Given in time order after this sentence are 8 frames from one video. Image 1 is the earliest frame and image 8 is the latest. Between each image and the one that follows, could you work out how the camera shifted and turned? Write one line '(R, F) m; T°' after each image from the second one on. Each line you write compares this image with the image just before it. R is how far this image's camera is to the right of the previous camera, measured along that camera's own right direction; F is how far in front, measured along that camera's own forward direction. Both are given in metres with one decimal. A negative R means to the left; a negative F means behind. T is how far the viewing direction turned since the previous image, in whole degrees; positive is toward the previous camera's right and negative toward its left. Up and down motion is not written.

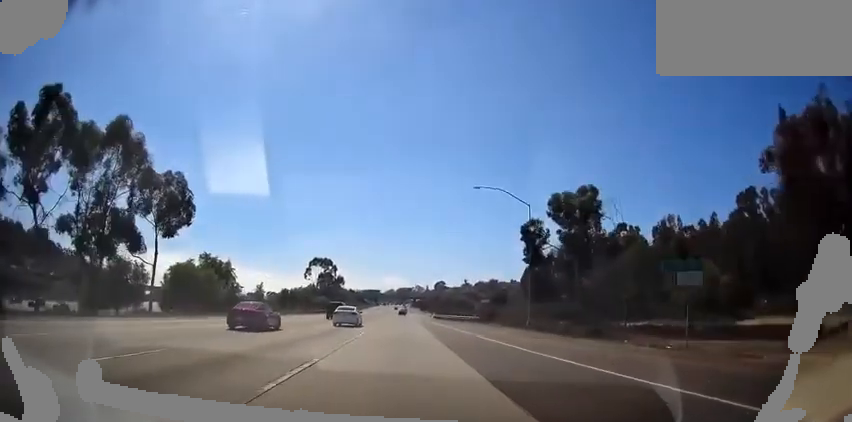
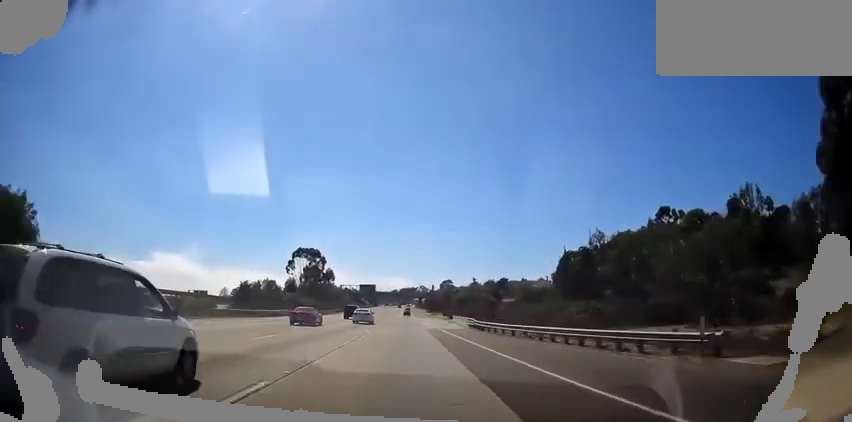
(+0.1, +45.6) m; 0°
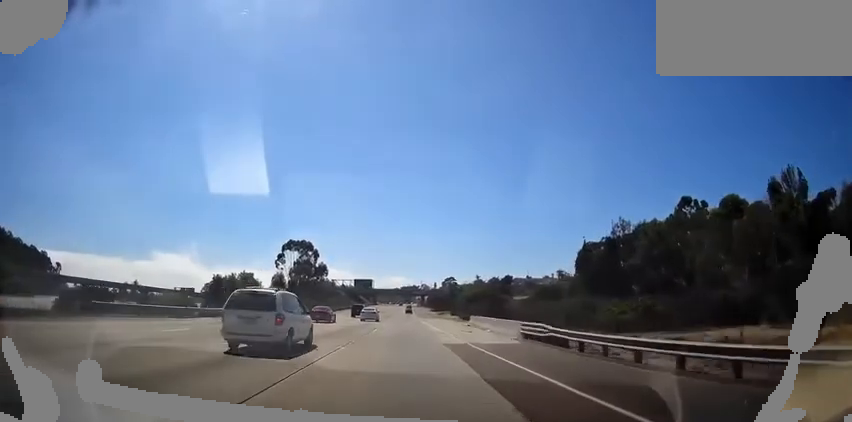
(0.0, +19.2) m; 0°
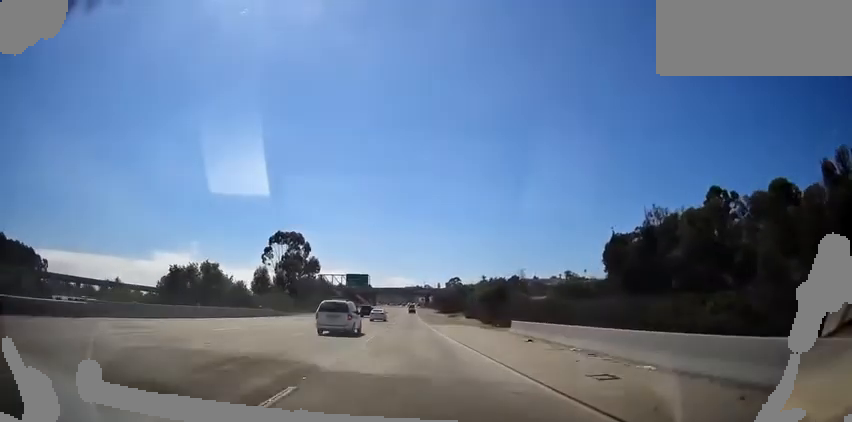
(0.0, +21.7) m; 0°
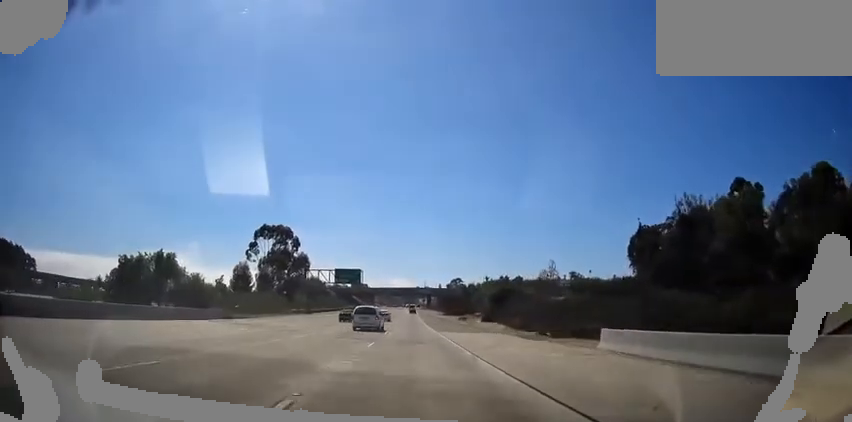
(-0.1, +17.2) m; 0°
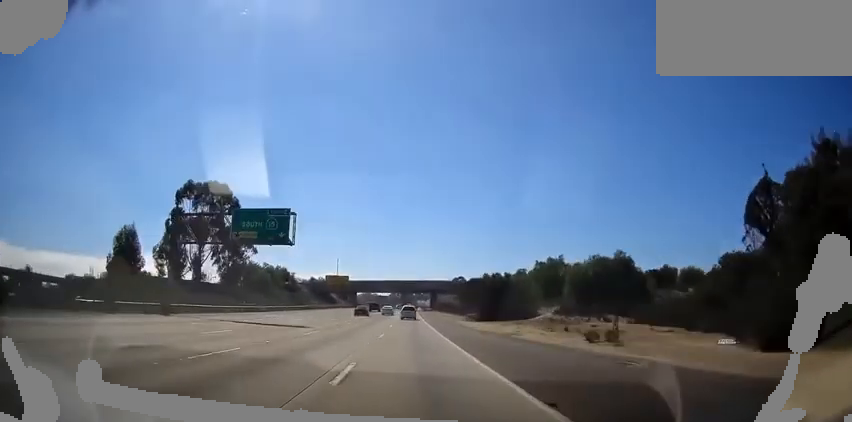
(-0.1, +52.0) m; 0°
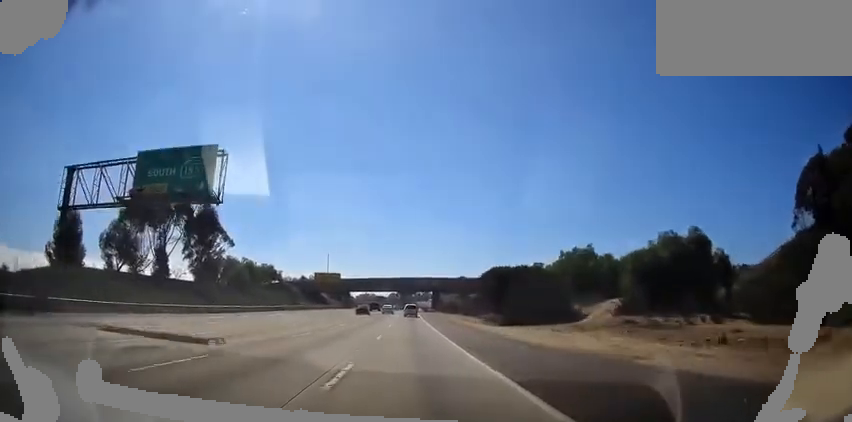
(0.0, +15.0) m; 0°
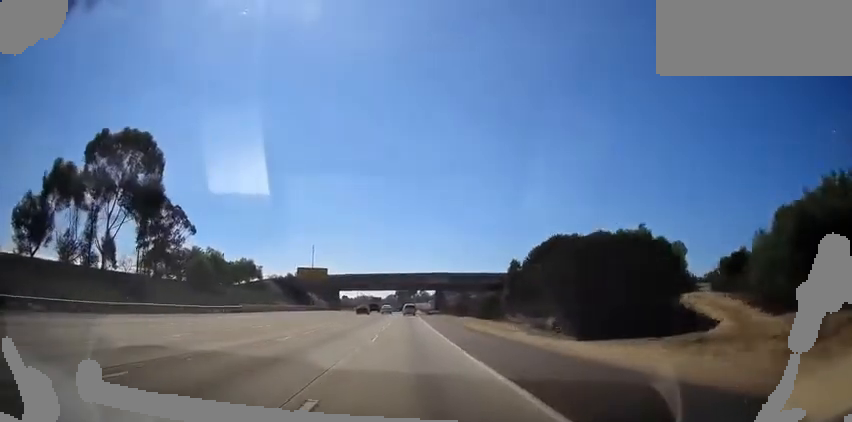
(0.0, +19.4) m; 0°
